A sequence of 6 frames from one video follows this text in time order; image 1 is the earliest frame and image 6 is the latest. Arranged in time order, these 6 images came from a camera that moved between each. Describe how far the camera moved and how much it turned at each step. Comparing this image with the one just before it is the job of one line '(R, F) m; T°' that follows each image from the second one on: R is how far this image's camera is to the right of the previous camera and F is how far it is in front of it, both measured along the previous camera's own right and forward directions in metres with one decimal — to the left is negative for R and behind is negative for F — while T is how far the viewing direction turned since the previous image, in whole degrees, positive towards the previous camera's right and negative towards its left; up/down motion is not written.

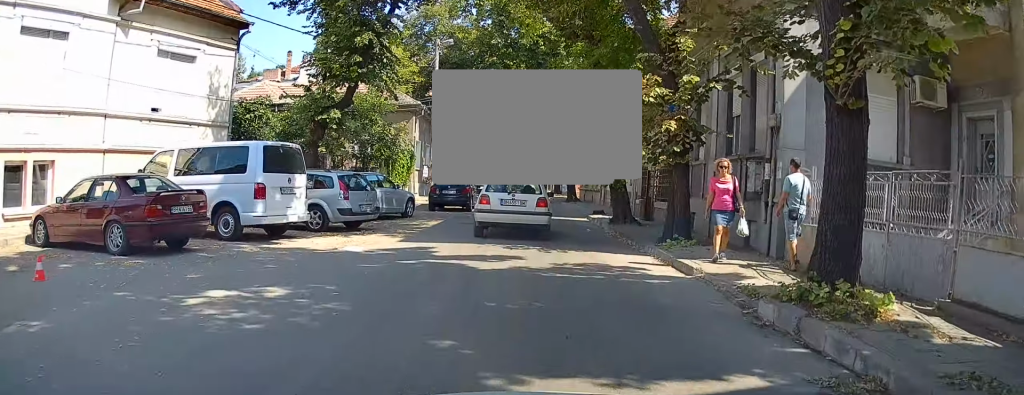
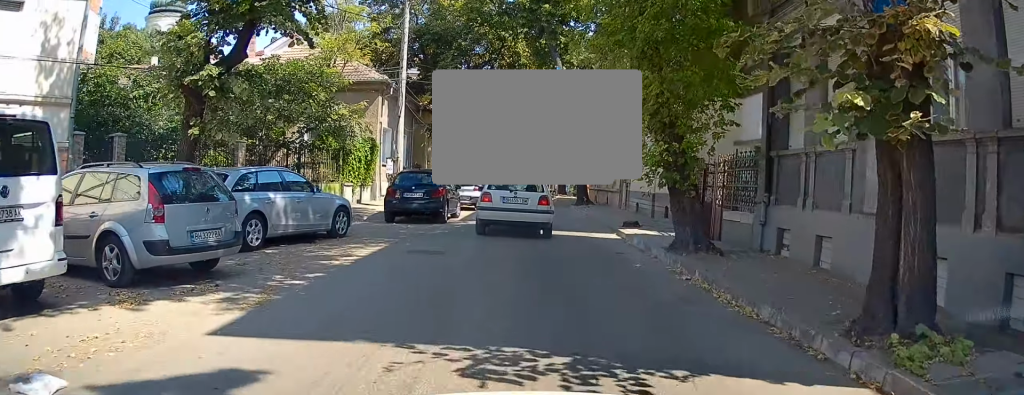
(-0.2, +8.1) m; -1°
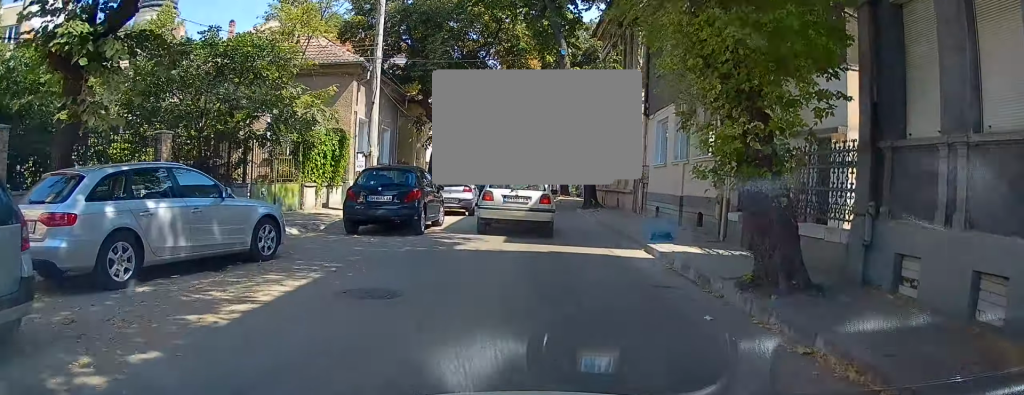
(+0.1, +4.1) m; 0°
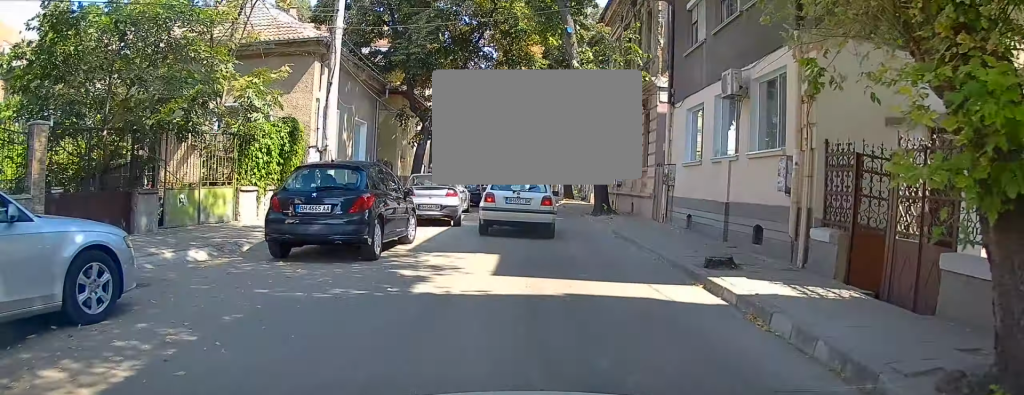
(-0.1, +4.4) m; +1°
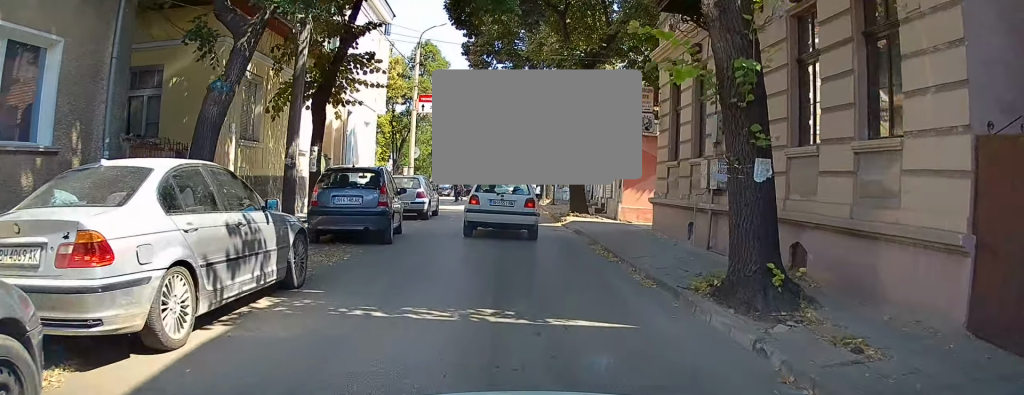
(+1.2, +16.2) m; +5°
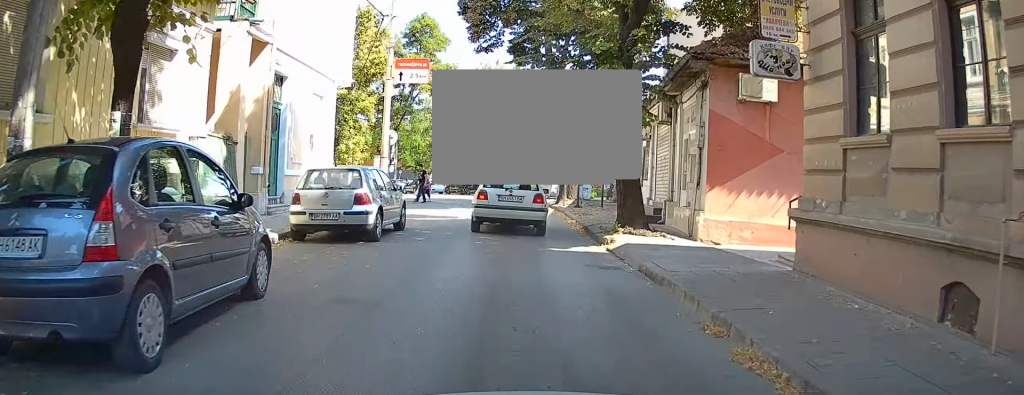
(-0.2, +8.4) m; -3°
